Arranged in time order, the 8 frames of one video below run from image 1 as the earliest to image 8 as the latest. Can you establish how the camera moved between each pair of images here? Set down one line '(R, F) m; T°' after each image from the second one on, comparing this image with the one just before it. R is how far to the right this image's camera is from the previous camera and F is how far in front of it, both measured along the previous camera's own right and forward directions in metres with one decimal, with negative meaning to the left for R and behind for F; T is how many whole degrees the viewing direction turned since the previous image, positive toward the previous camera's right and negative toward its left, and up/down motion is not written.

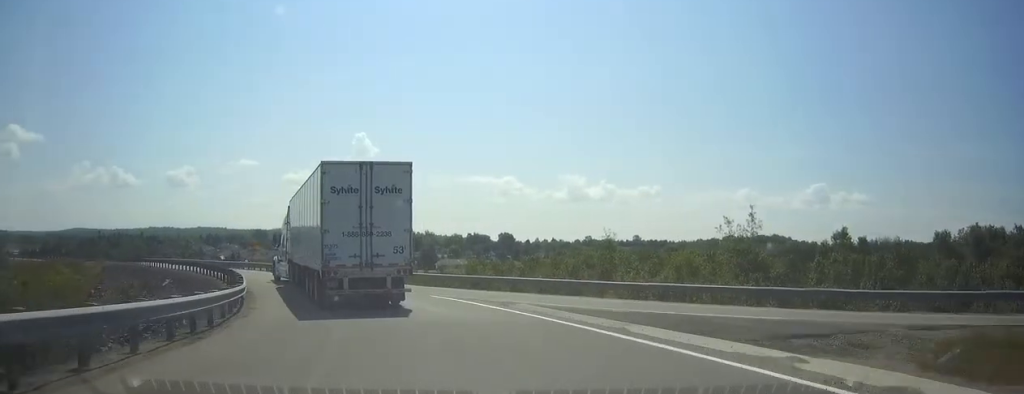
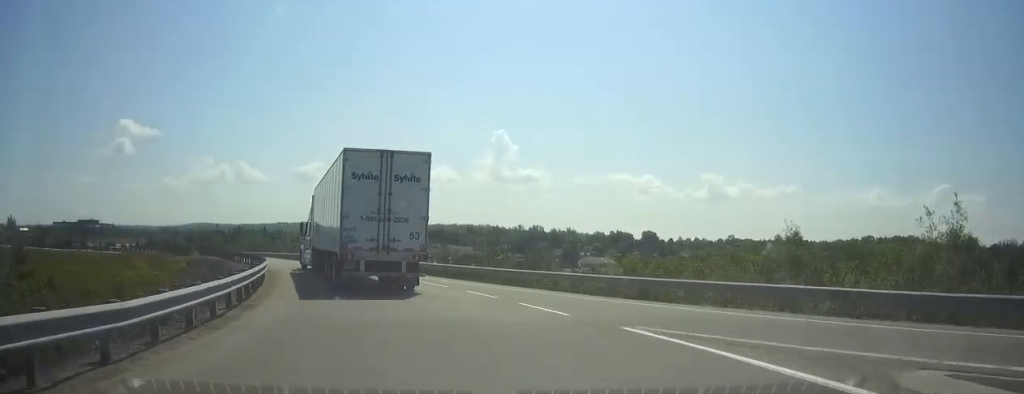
(-1.2, +13.8) m; -10°
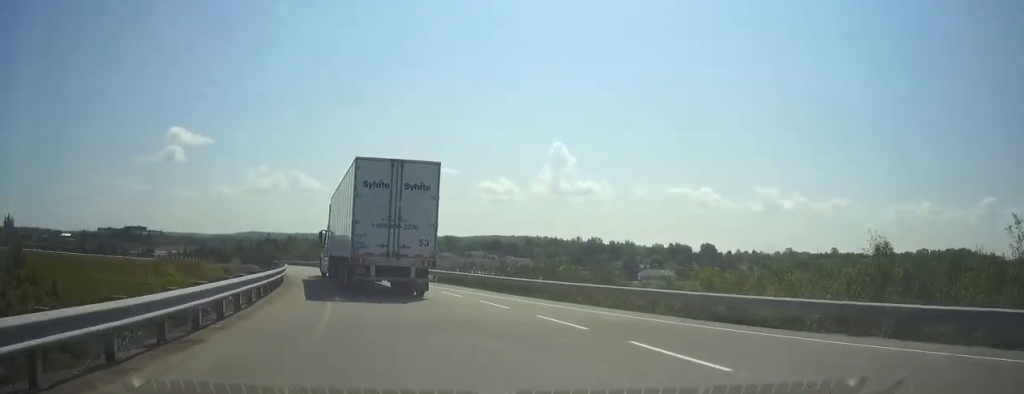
(-0.2, +6.1) m; -4°
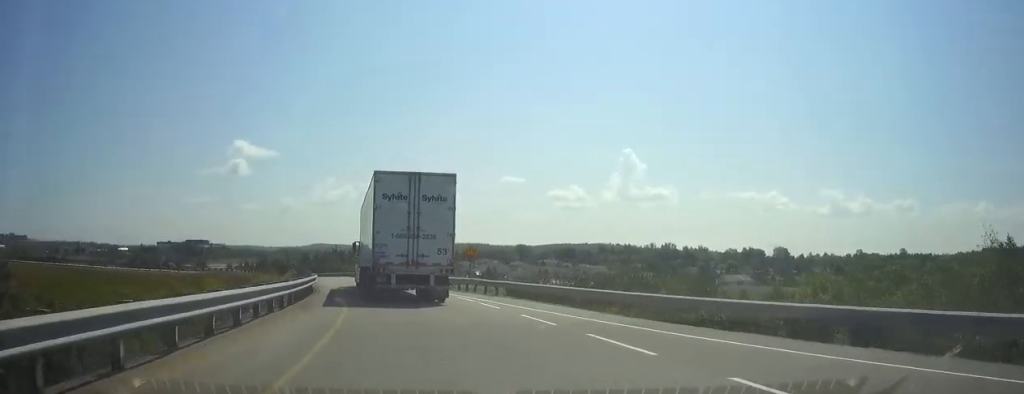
(-0.2, +8.1) m; -6°
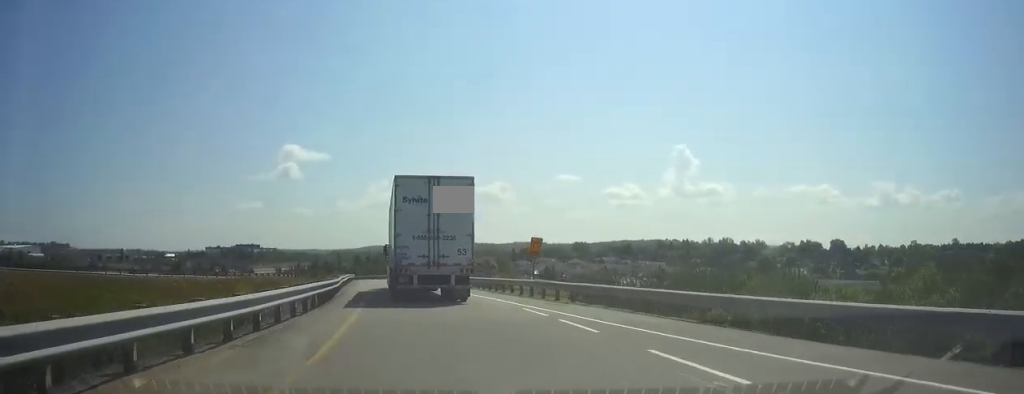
(-0.6, +7.8) m; -5°
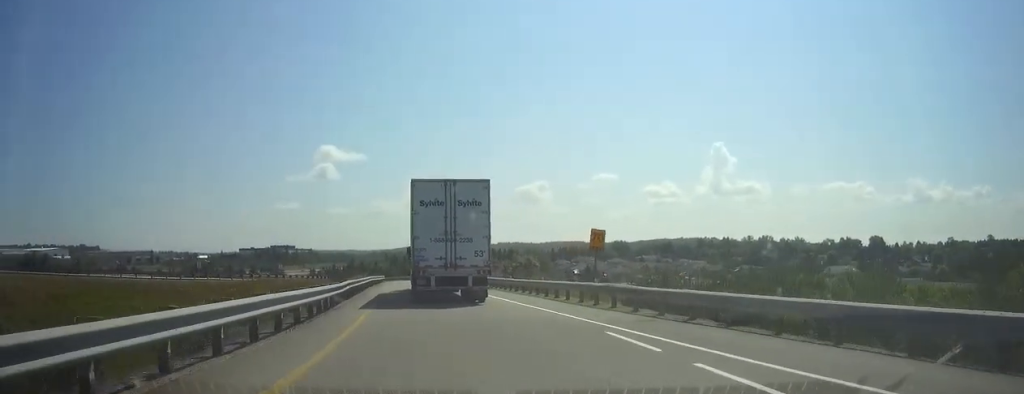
(-0.3, +6.9) m; -4°
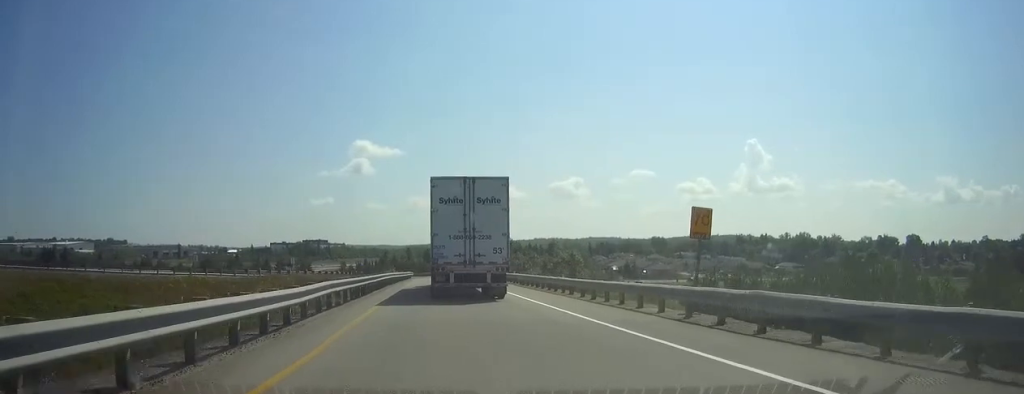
(-0.3, +8.7) m; -4°
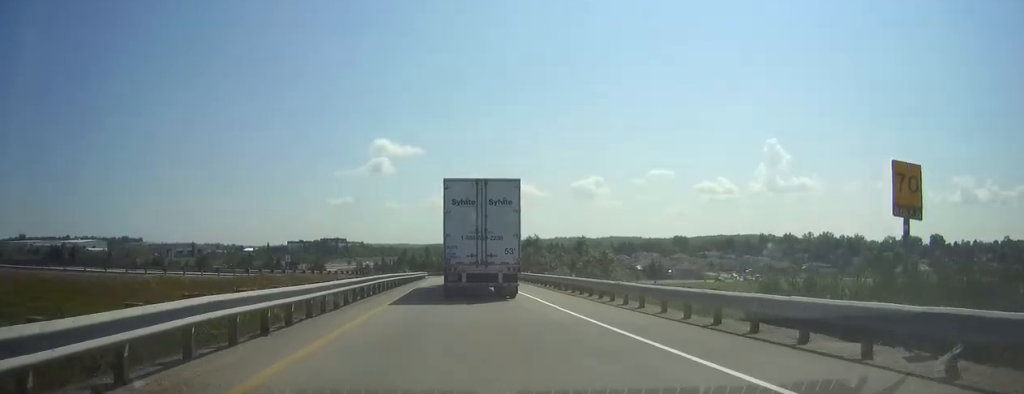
(-0.3, +9.1) m; -2°
